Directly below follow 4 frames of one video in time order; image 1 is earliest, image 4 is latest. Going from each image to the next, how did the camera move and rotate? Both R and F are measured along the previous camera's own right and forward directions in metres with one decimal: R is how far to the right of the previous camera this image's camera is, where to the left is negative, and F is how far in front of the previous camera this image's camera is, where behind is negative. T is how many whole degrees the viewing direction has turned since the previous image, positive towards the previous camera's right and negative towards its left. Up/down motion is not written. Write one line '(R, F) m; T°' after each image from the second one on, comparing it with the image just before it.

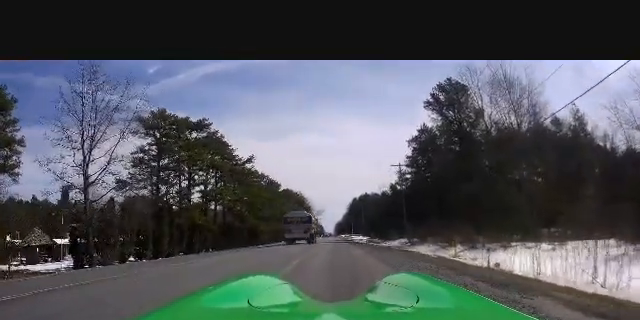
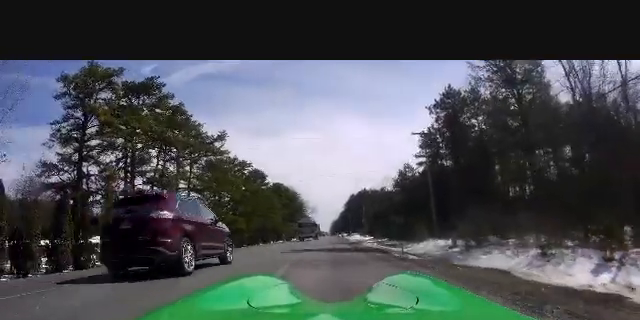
(+0.7, +15.7) m; +1°
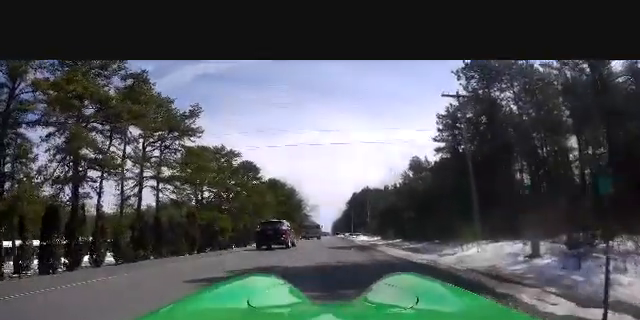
(-0.3, +10.2) m; -2°
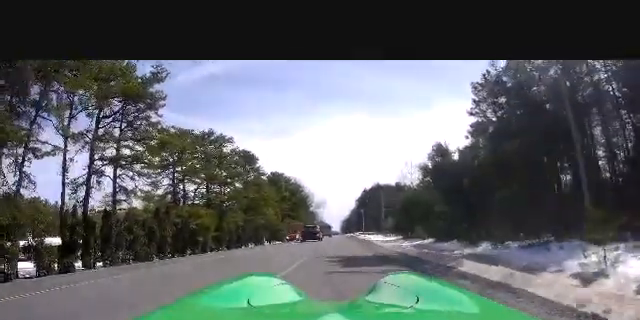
(0.0, +10.9) m; -1°
